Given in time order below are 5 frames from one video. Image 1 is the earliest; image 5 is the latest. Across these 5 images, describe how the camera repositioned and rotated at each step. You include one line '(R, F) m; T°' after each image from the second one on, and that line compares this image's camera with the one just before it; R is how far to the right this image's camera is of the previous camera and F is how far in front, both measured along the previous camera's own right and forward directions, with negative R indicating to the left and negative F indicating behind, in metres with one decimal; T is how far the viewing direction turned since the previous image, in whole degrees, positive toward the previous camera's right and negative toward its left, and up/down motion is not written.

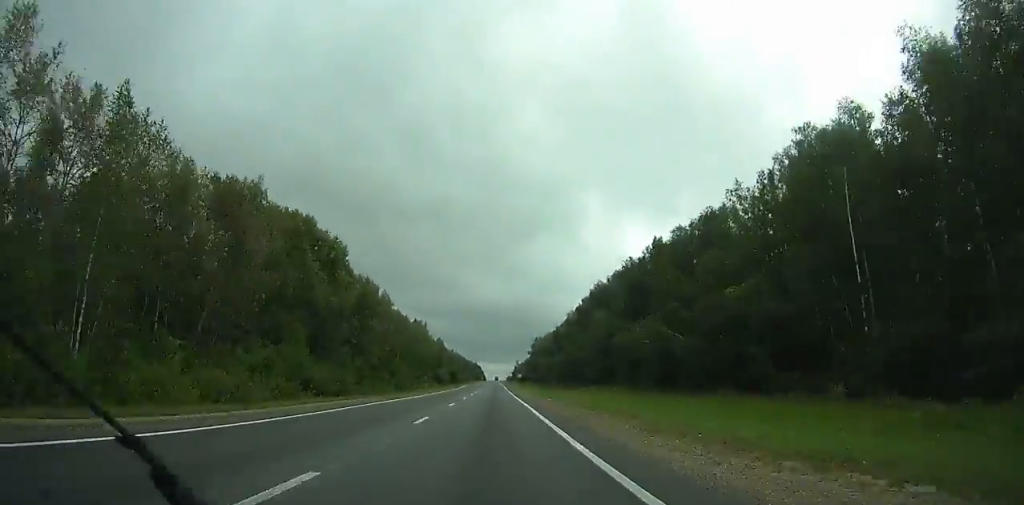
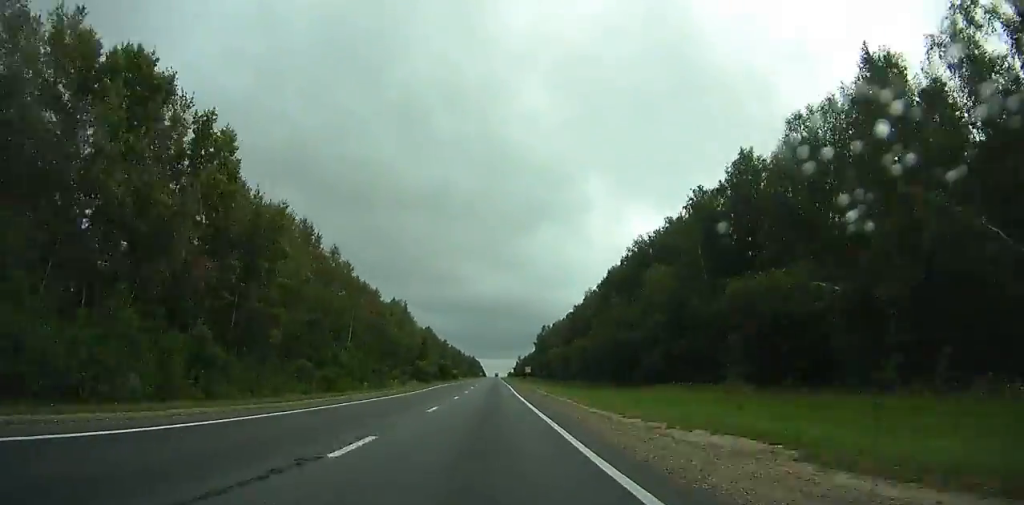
(+2.9, +41.7) m; +3°
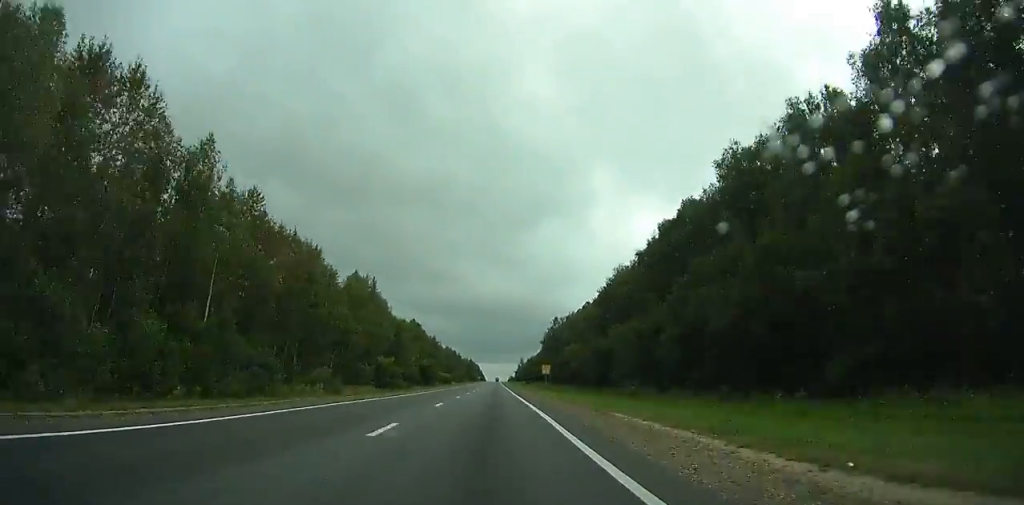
(+1.2, +41.5) m; +1°
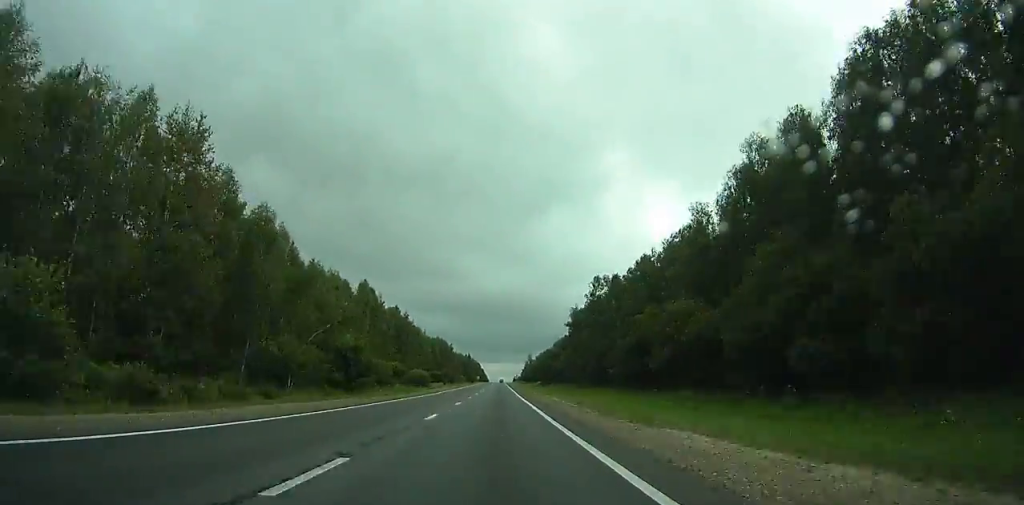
(-0.3, +76.8) m; -4°
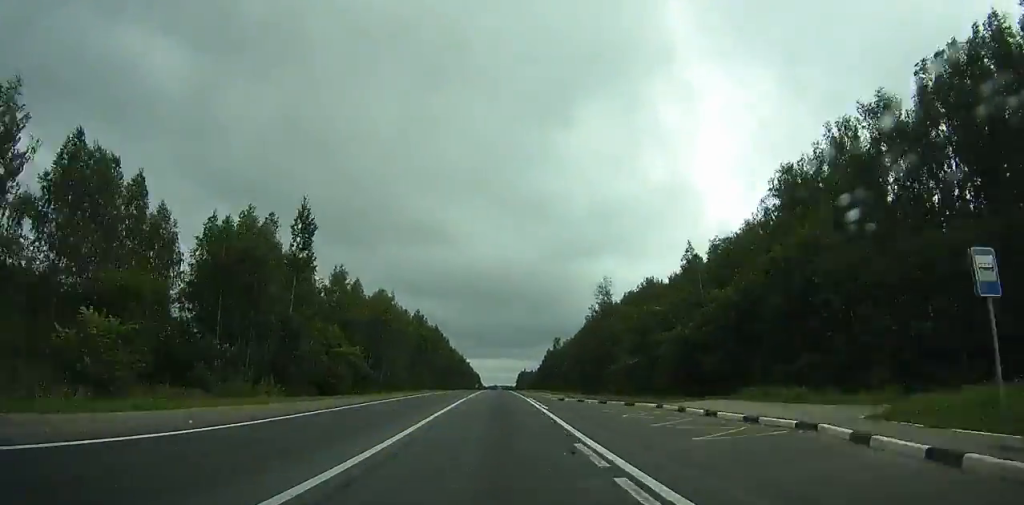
(-7.0, +314.9) m; 0°
